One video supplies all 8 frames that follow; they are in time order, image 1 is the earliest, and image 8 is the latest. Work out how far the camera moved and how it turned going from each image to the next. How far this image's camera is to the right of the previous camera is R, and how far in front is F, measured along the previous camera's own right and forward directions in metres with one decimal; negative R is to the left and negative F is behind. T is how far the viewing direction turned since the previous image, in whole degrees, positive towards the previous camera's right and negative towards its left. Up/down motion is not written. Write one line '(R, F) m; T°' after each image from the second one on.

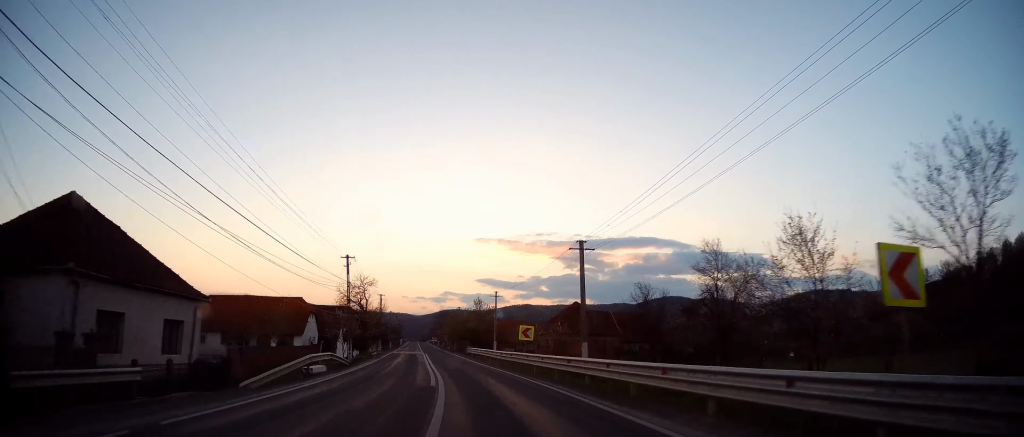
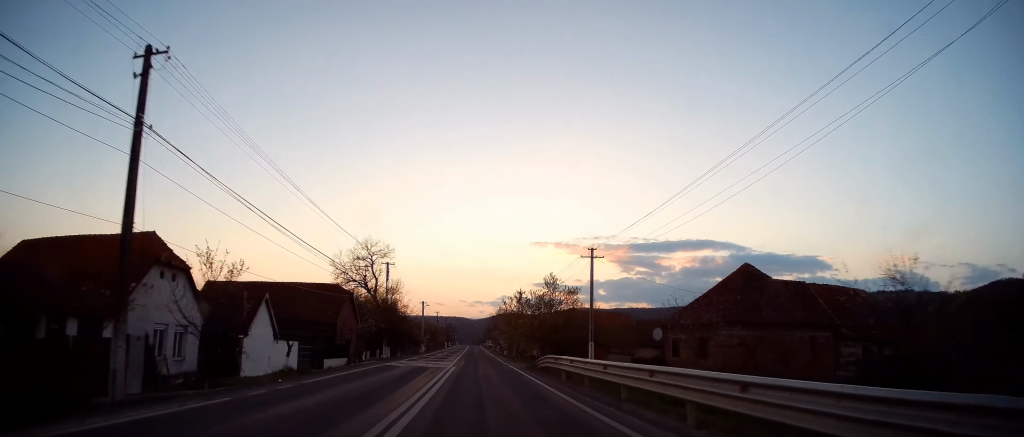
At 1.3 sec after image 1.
(-2.5, +31.3) m; -7°
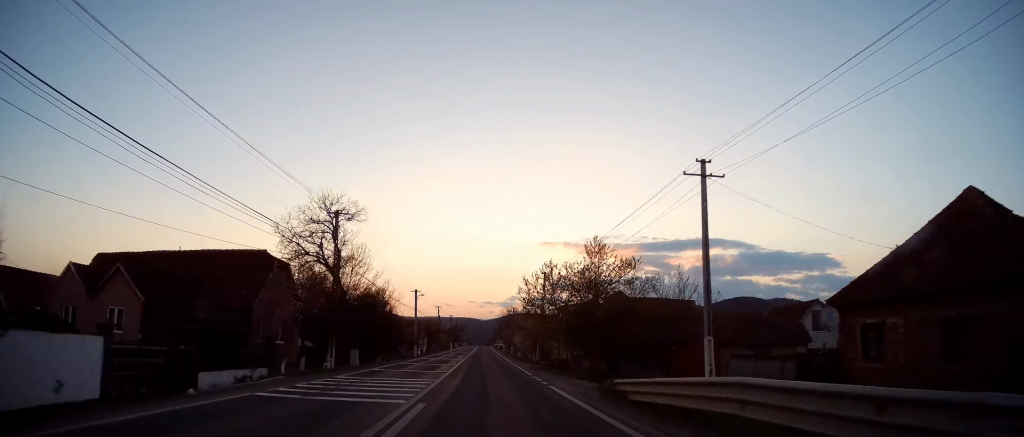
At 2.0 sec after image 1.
(-0.2, +17.5) m; -3°
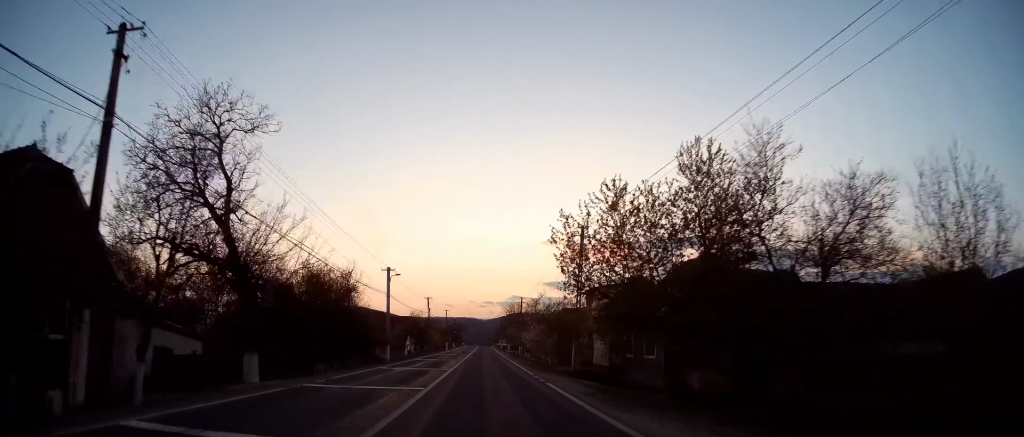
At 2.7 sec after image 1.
(-0.6, +17.6) m; -3°
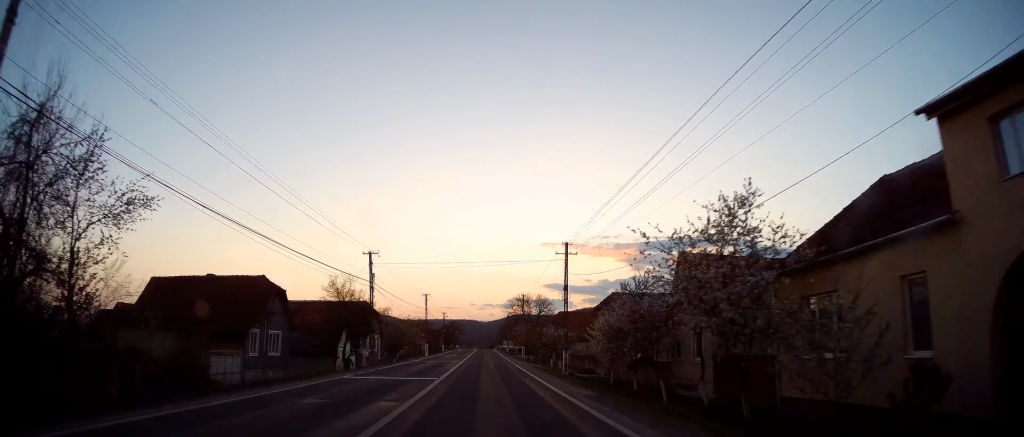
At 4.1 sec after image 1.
(-0.6, +37.1) m; 0°
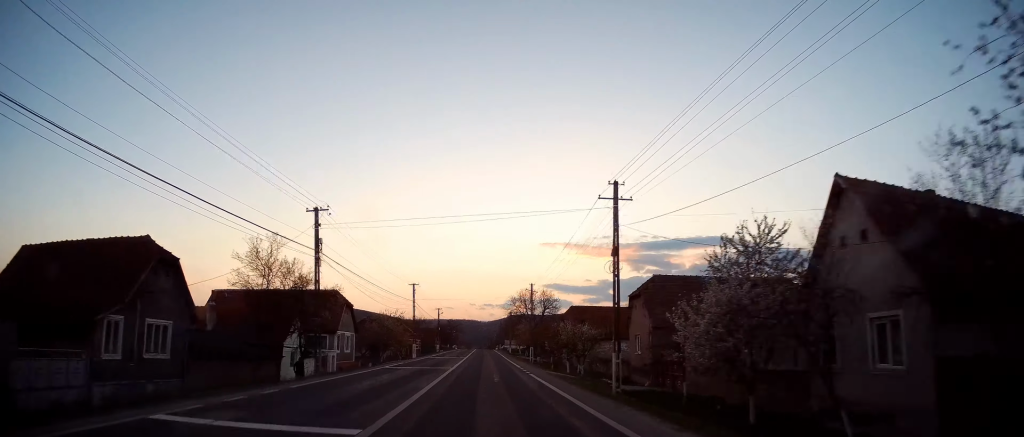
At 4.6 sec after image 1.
(+0.1, +11.9) m; +1°
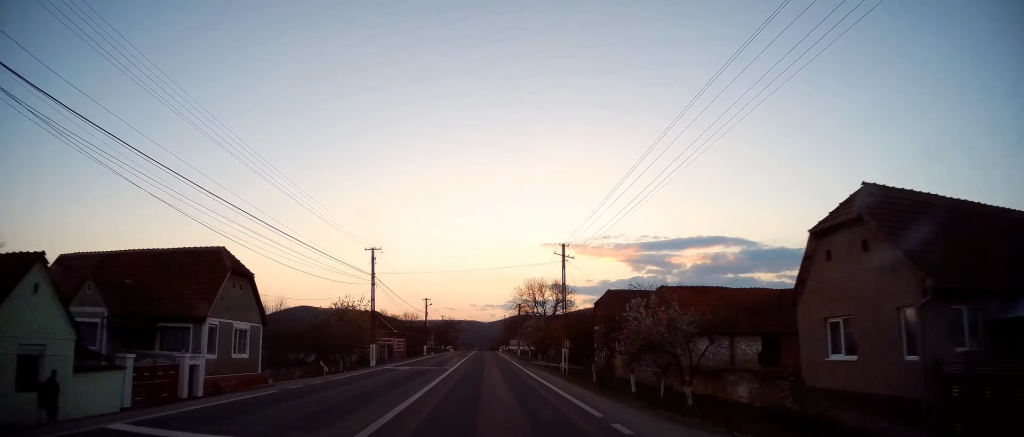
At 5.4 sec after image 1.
(+0.4, +21.3) m; 0°
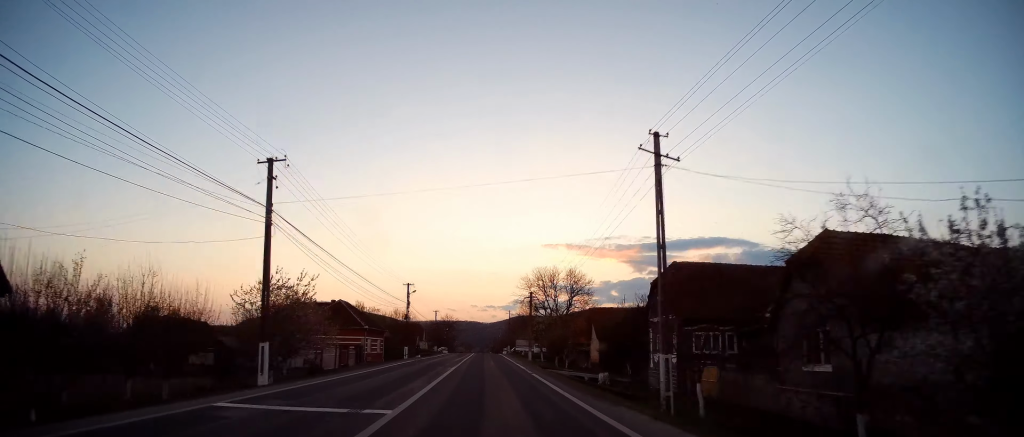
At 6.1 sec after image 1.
(0.0, +17.9) m; 0°
